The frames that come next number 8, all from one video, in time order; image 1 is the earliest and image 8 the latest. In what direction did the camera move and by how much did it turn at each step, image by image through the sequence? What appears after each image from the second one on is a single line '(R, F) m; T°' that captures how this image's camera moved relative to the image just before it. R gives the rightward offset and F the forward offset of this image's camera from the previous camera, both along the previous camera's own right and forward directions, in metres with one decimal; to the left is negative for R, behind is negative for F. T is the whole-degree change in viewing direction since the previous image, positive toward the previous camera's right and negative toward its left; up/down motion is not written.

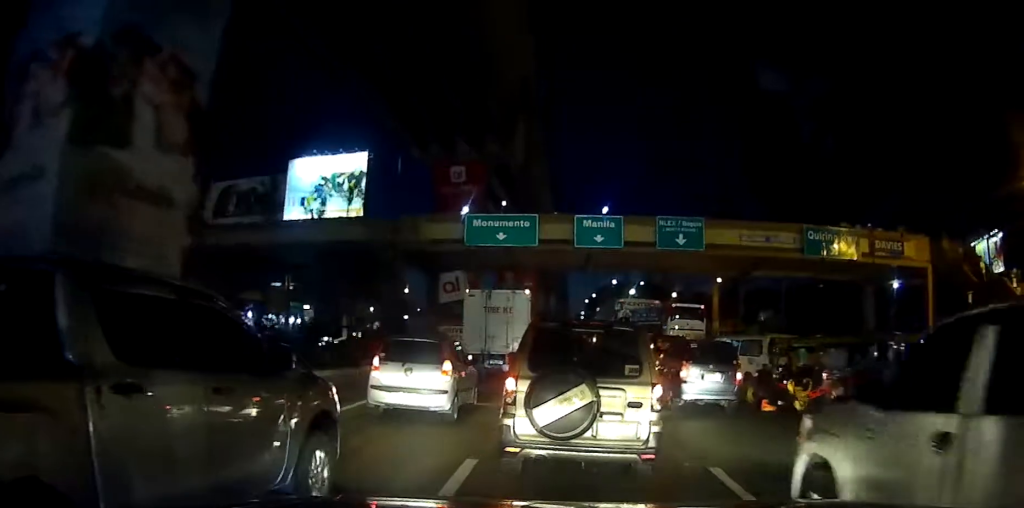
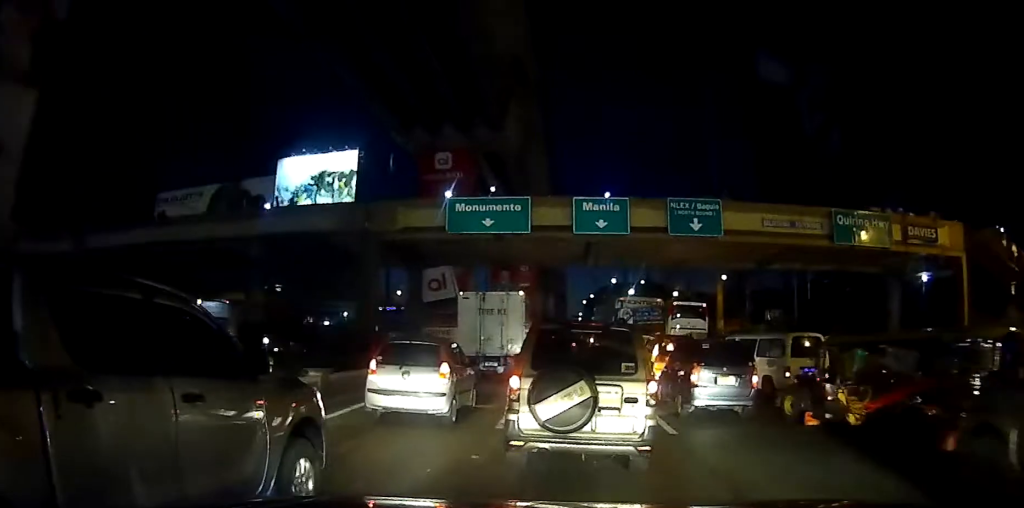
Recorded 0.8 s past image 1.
(0.0, +3.1) m; 0°
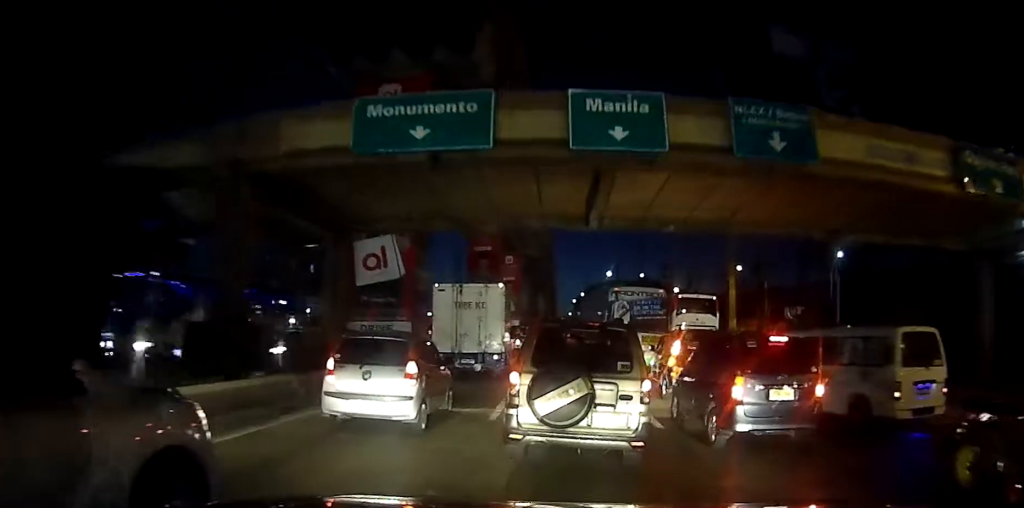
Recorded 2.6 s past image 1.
(-0.2, +8.6) m; -2°
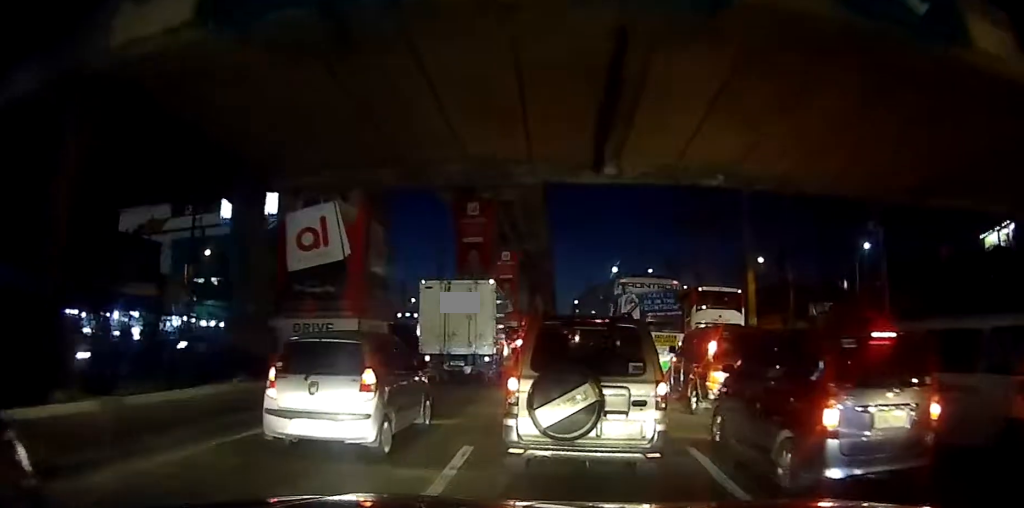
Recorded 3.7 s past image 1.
(0.0, +5.4) m; 0°
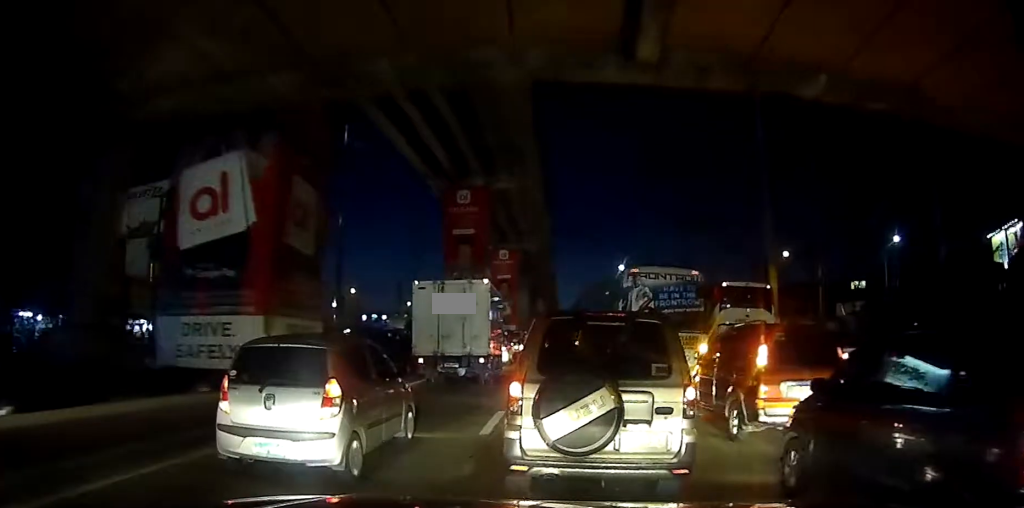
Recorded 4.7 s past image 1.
(0.0, +4.9) m; +1°
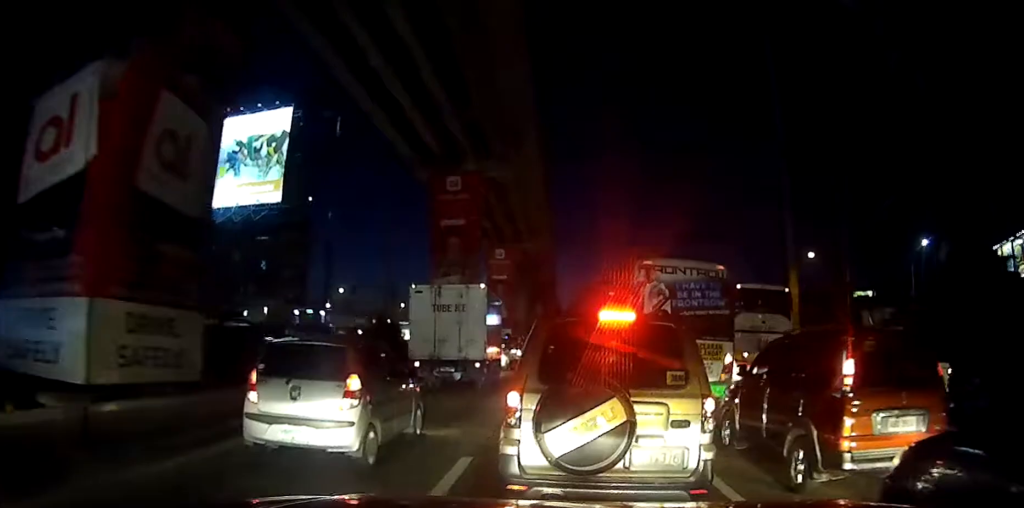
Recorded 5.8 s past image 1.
(0.0, +3.9) m; -2°
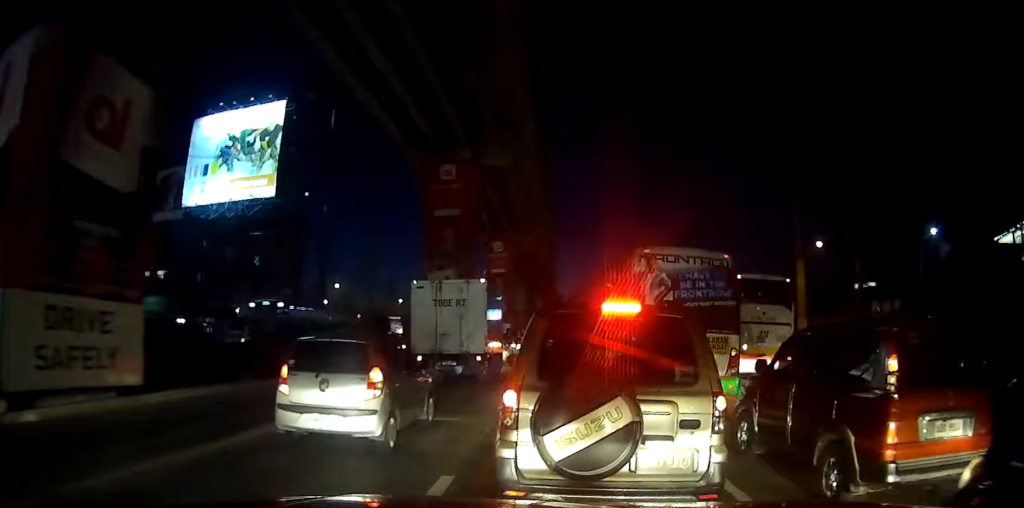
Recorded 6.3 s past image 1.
(-0.1, +1.2) m; -1°
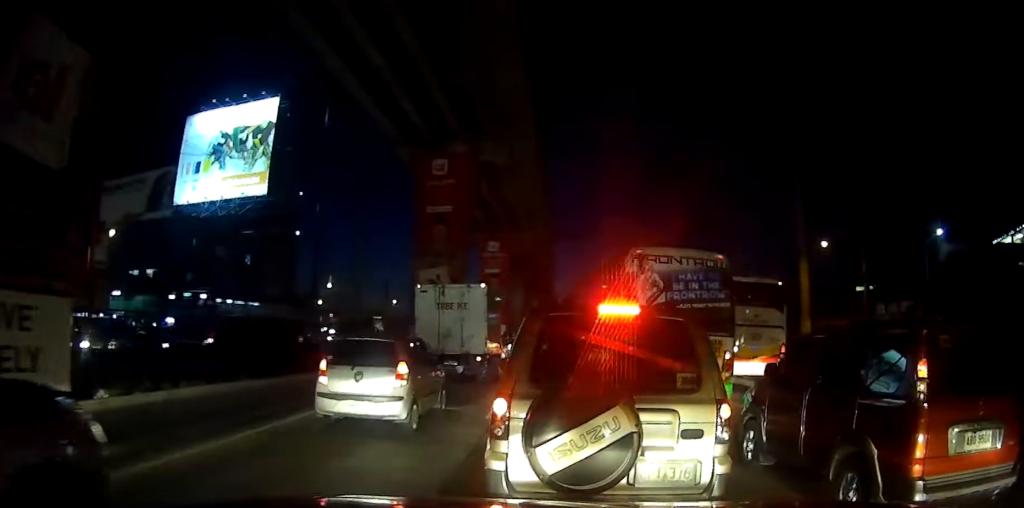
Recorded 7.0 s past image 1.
(0.0, +1.3) m; +3°
